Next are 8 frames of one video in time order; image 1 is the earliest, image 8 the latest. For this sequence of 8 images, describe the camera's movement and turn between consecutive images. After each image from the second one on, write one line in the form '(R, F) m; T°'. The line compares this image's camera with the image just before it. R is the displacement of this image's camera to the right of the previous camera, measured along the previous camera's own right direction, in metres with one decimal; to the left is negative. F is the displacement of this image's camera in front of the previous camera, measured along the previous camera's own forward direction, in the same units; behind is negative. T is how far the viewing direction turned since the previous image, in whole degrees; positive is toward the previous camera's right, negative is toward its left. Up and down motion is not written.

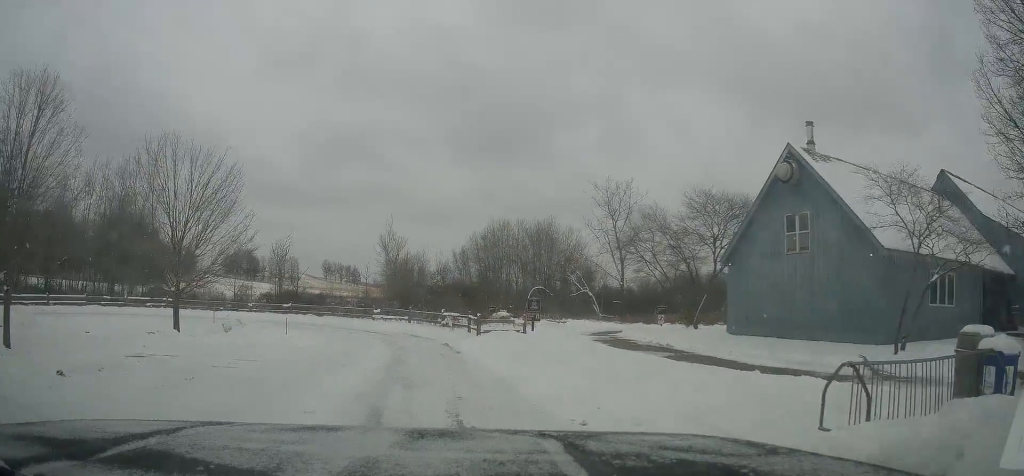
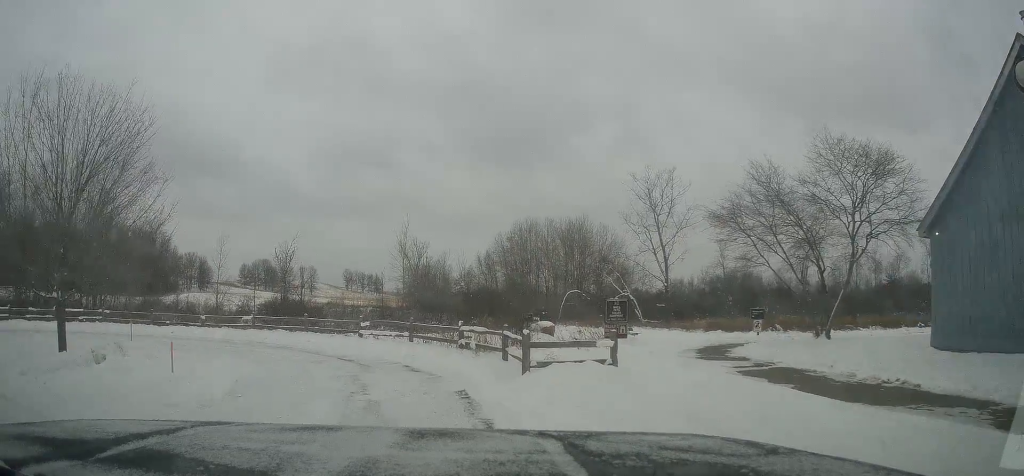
(-0.4, +10.8) m; -5°
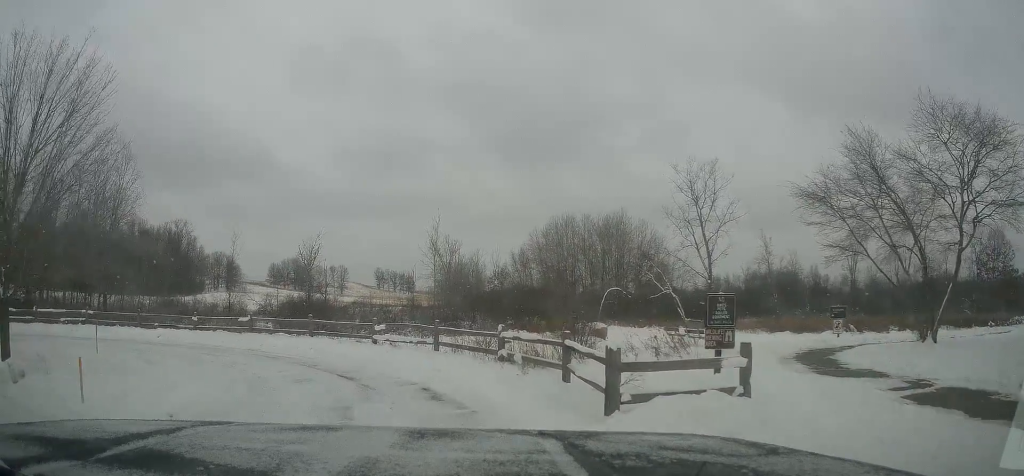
(0.0, +4.4) m; -2°
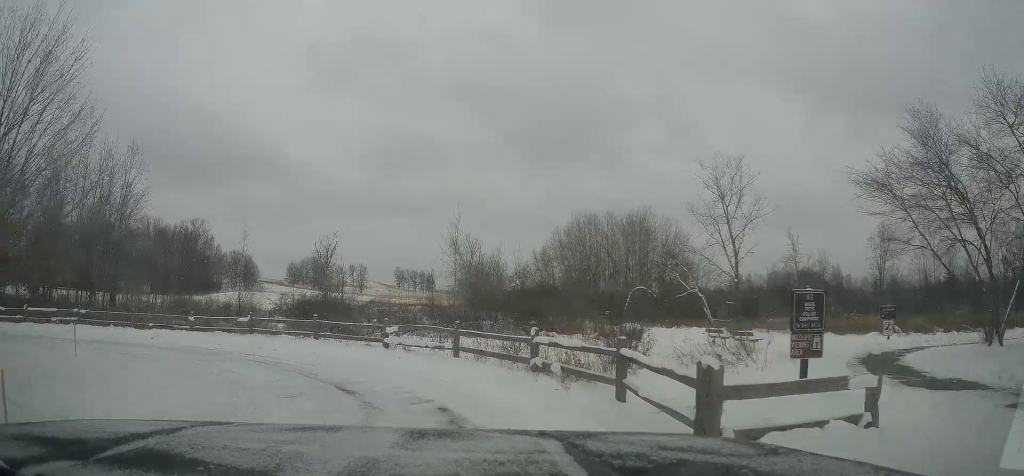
(0.0, +2.2) m; -2°
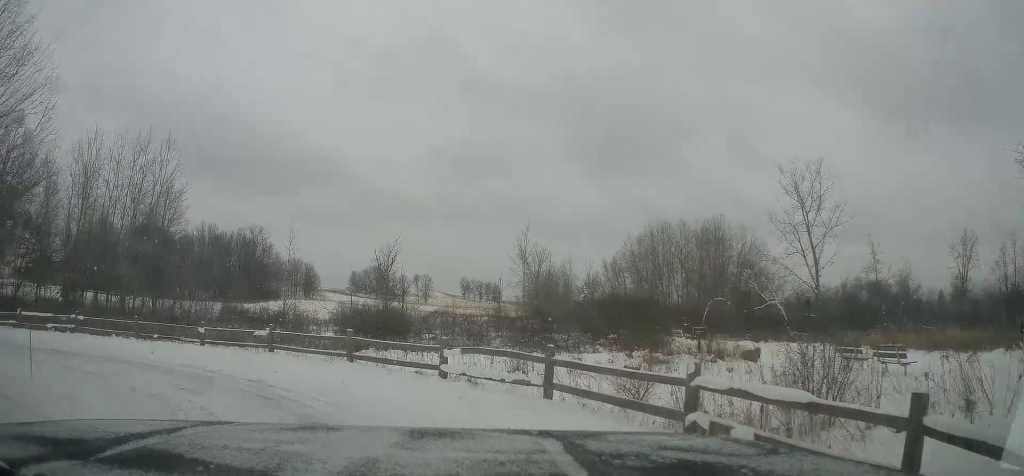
(-0.2, +4.5) m; -8°
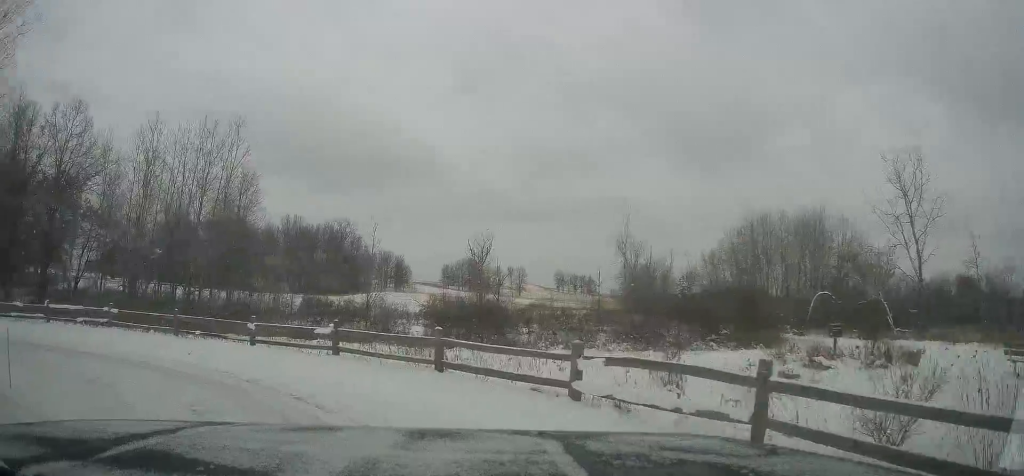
(-0.3, +3.6) m; -9°
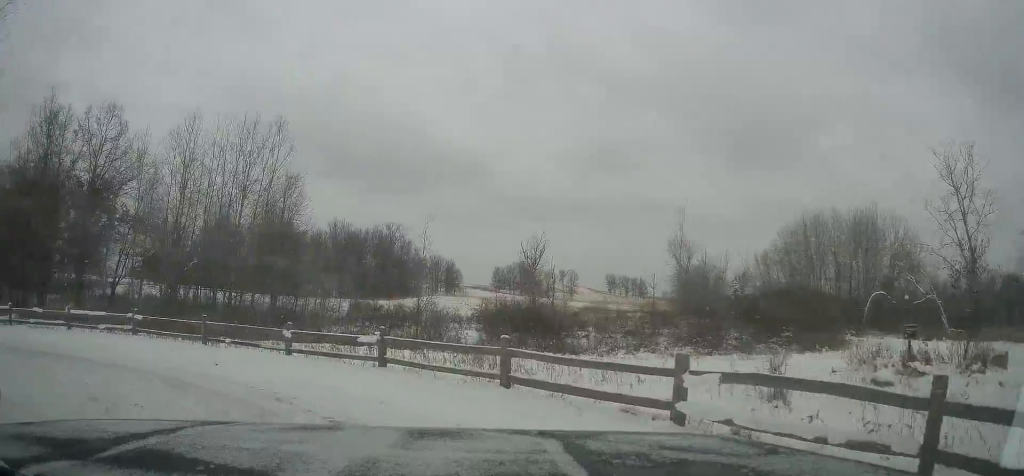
(-0.1, +1.6) m; -5°
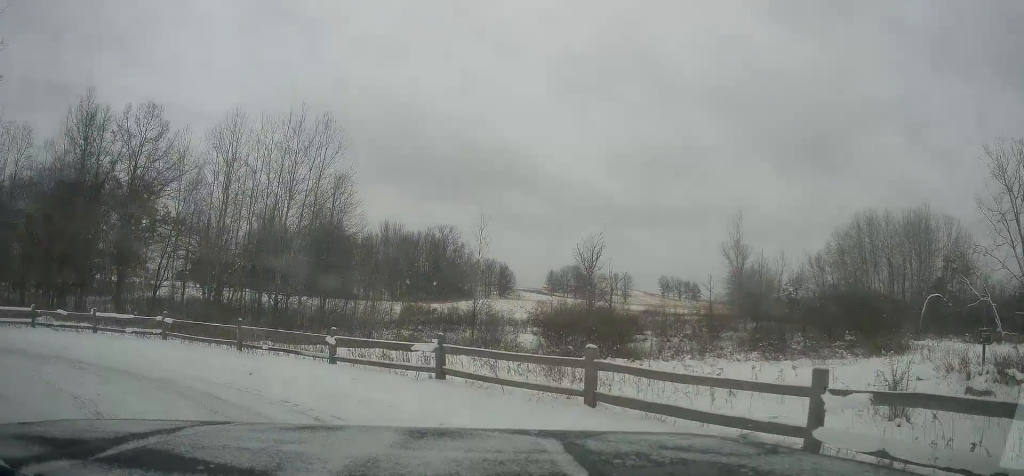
(0.0, +1.5) m; -4°
